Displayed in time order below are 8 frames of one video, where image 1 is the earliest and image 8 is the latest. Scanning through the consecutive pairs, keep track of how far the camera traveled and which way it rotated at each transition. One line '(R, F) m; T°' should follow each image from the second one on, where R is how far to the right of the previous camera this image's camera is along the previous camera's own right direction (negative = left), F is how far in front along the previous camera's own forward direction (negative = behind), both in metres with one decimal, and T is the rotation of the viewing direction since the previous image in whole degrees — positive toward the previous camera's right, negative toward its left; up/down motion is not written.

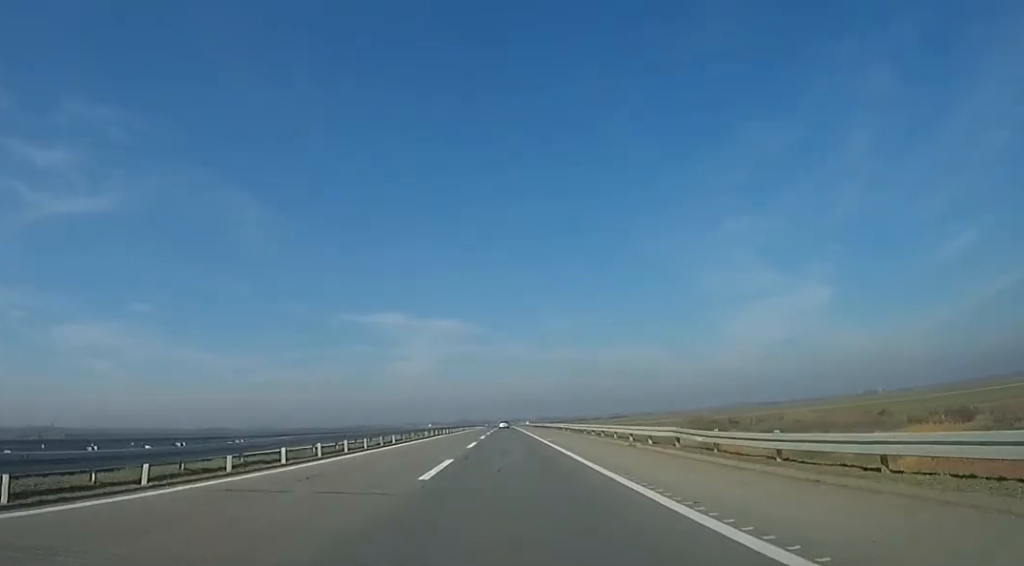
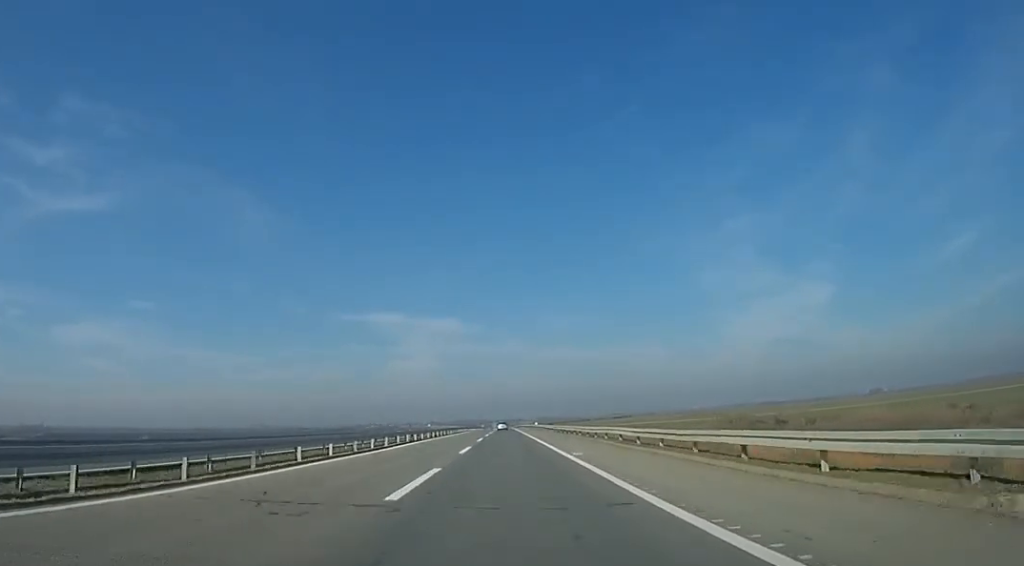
(-0.3, +50.3) m; -1°
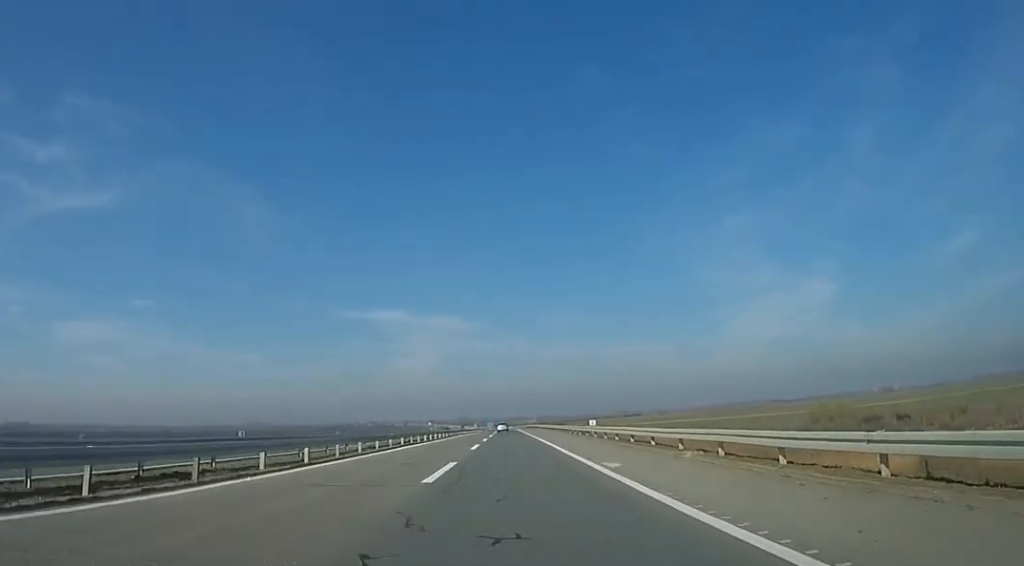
(+0.7, +75.9) m; +2°
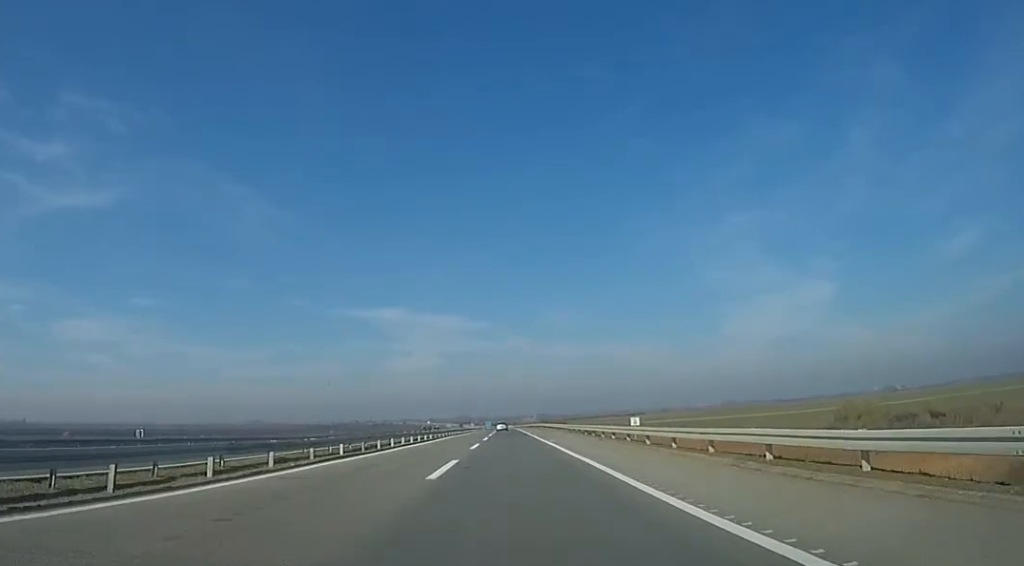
(+0.3, +15.3) m; 0°
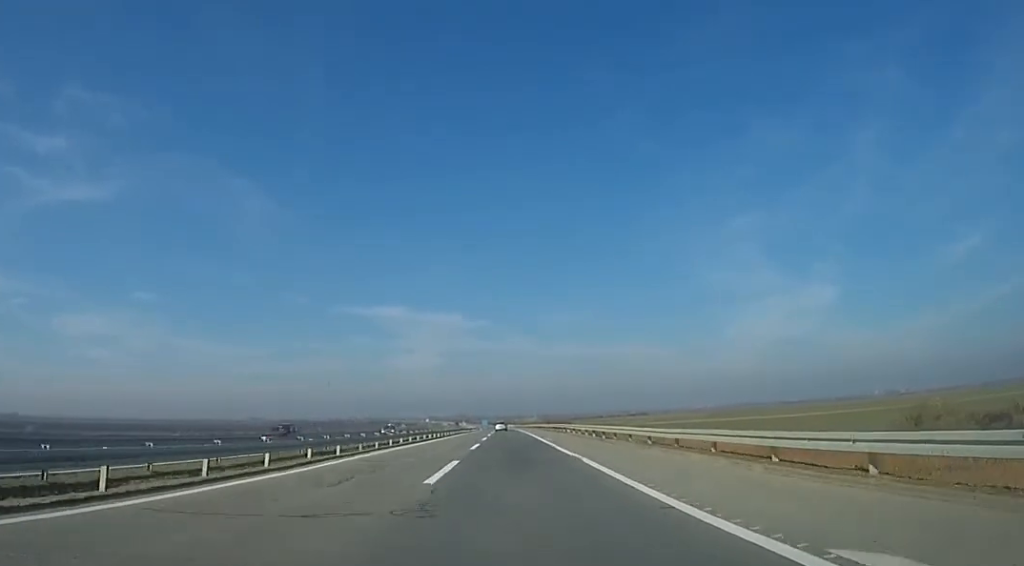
(-0.9, +32.3) m; -1°
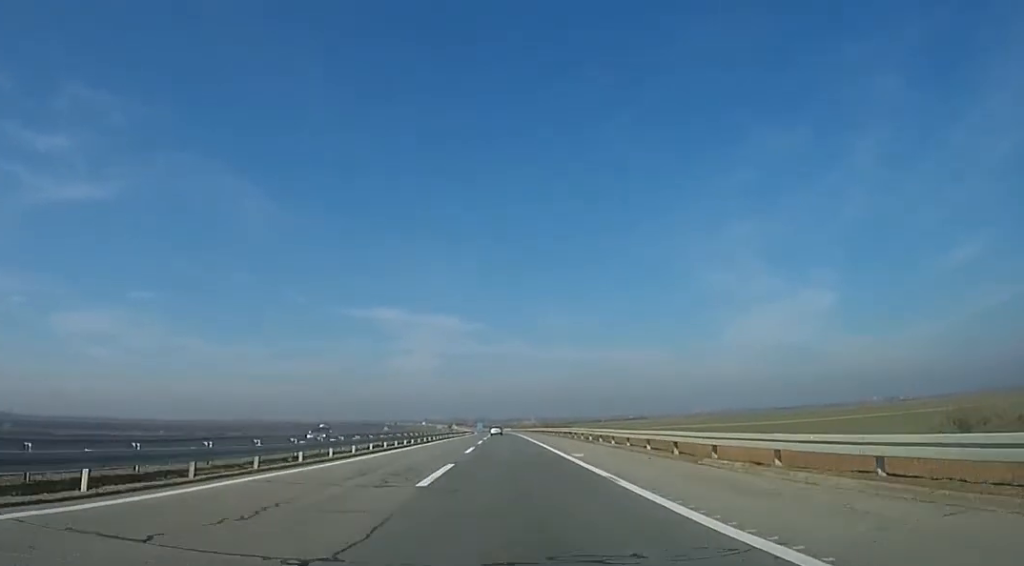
(0.0, +16.5) m; 0°
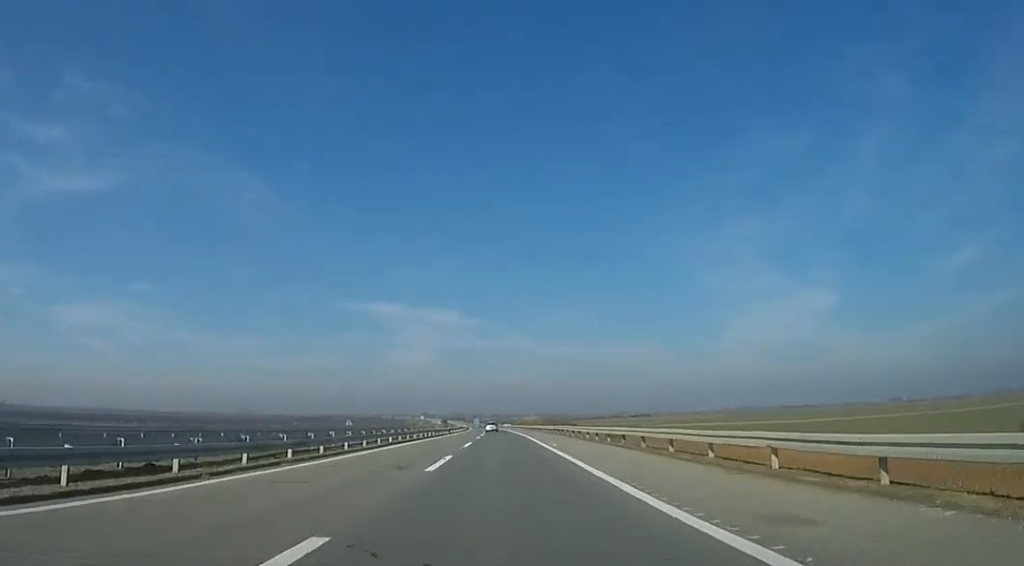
(0.0, +28.5) m; 0°
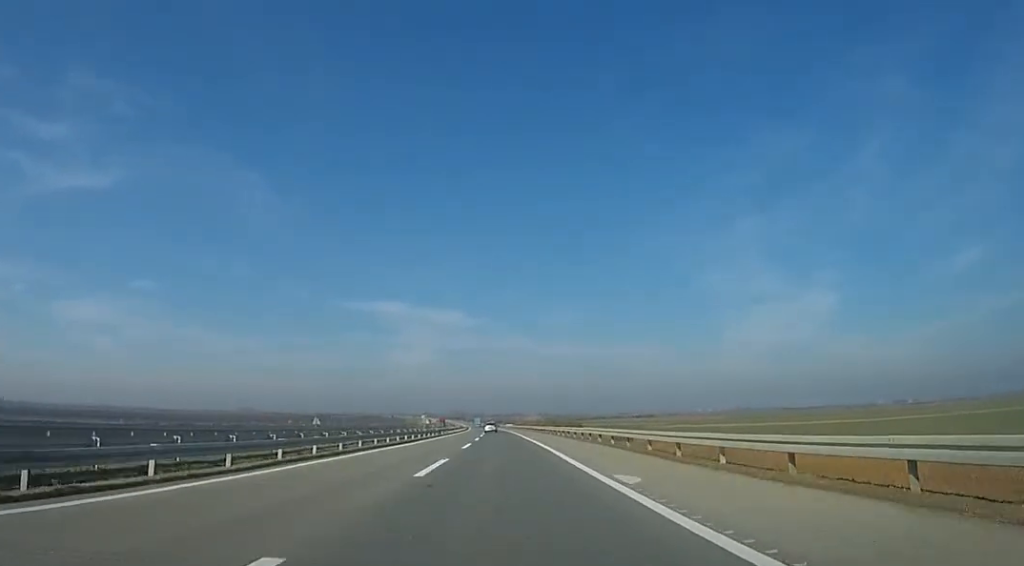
(0.0, +17.0) m; 0°
